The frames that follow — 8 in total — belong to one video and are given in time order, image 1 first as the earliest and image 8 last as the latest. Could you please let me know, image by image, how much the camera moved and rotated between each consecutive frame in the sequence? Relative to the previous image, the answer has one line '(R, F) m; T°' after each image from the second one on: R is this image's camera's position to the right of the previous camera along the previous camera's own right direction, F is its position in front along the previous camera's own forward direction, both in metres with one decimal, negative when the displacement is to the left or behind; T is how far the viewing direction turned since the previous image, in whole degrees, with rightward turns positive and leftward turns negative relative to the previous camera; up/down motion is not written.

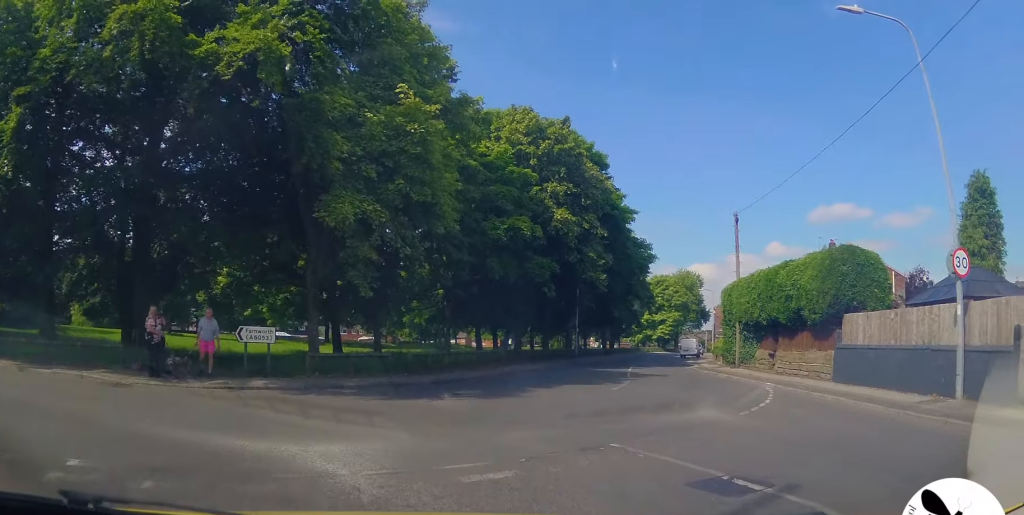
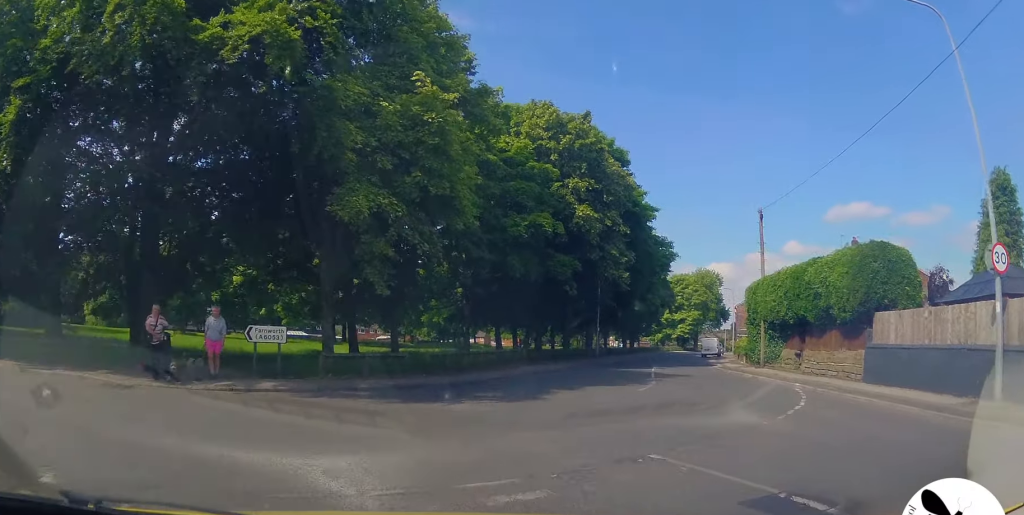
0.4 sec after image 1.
(+0.1, +0.9) m; -1°
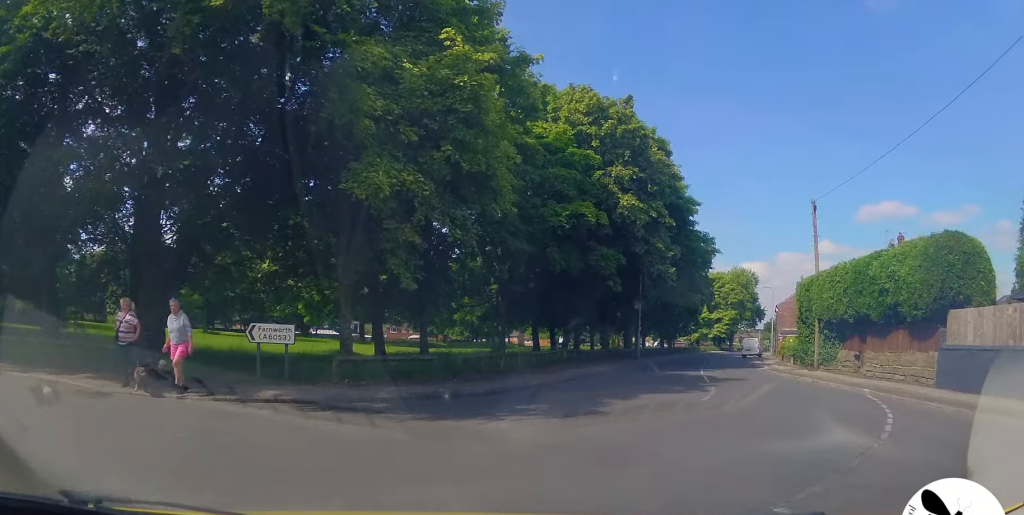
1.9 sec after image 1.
(-0.3, +1.9) m; -2°
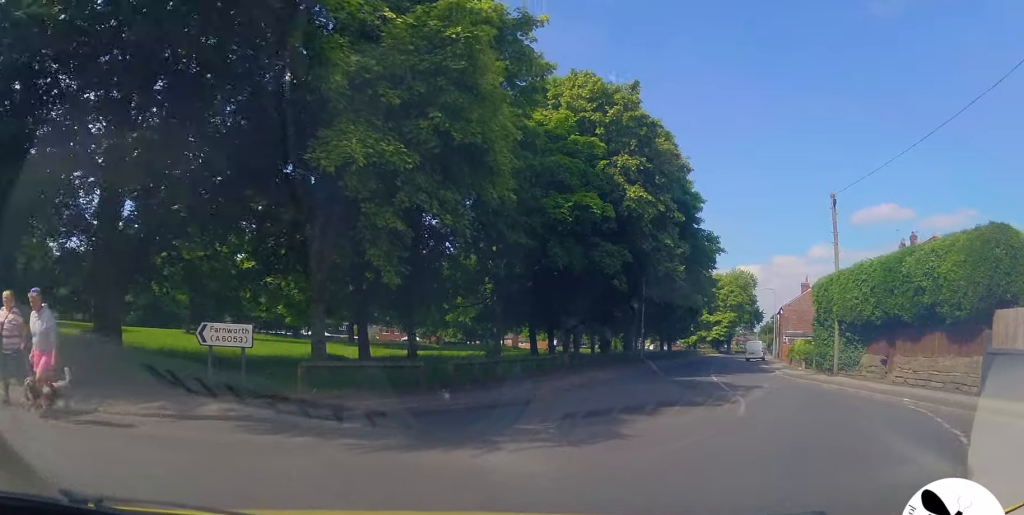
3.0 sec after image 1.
(-0.1, +1.7) m; -3°
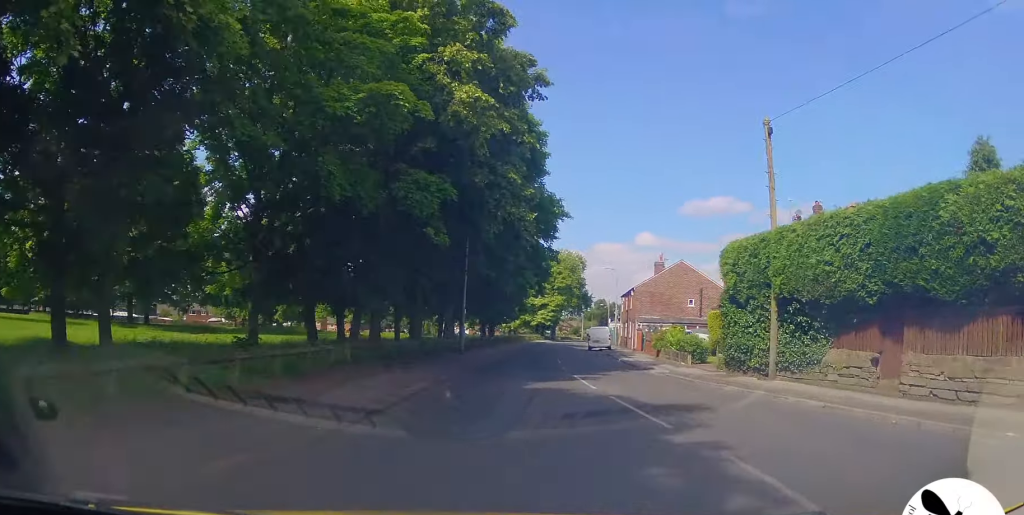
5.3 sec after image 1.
(+0.6, +7.0) m; +11°
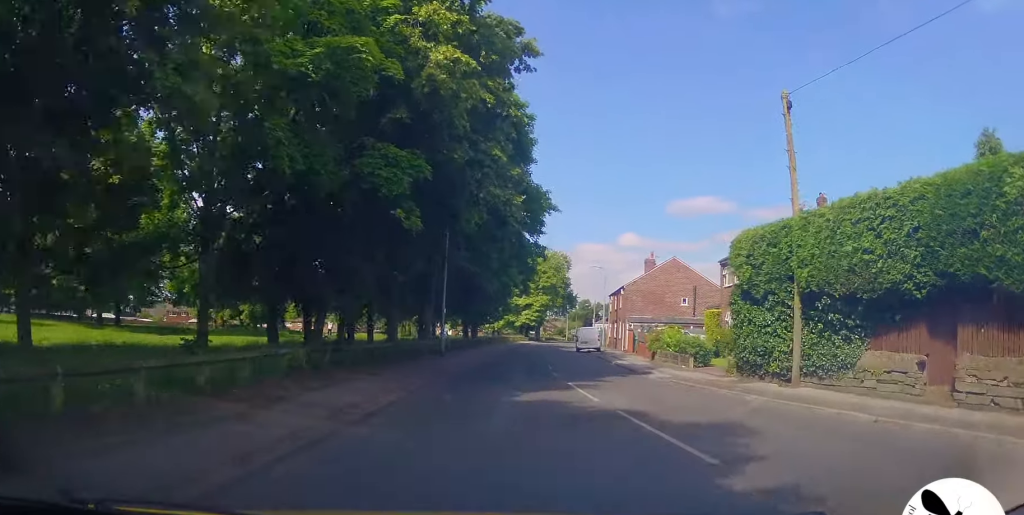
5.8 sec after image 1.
(0.0, +2.1) m; 0°
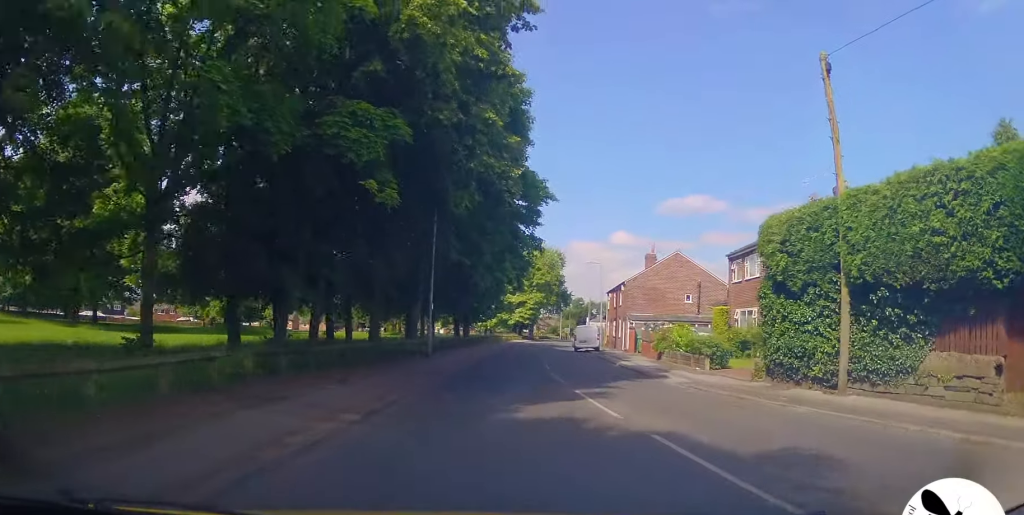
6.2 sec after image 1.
(+0.1, +2.3) m; -1°
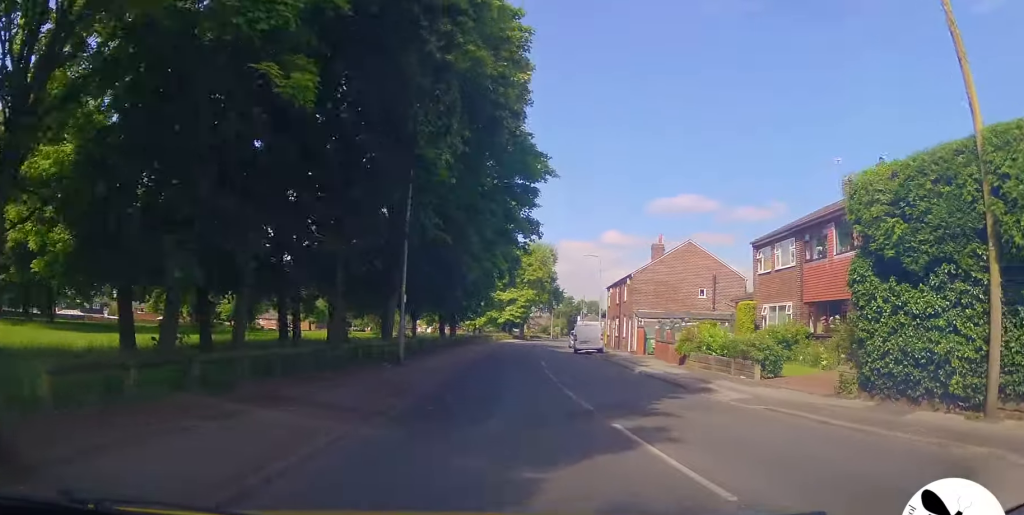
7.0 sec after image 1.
(-0.1, +4.7) m; +3°
